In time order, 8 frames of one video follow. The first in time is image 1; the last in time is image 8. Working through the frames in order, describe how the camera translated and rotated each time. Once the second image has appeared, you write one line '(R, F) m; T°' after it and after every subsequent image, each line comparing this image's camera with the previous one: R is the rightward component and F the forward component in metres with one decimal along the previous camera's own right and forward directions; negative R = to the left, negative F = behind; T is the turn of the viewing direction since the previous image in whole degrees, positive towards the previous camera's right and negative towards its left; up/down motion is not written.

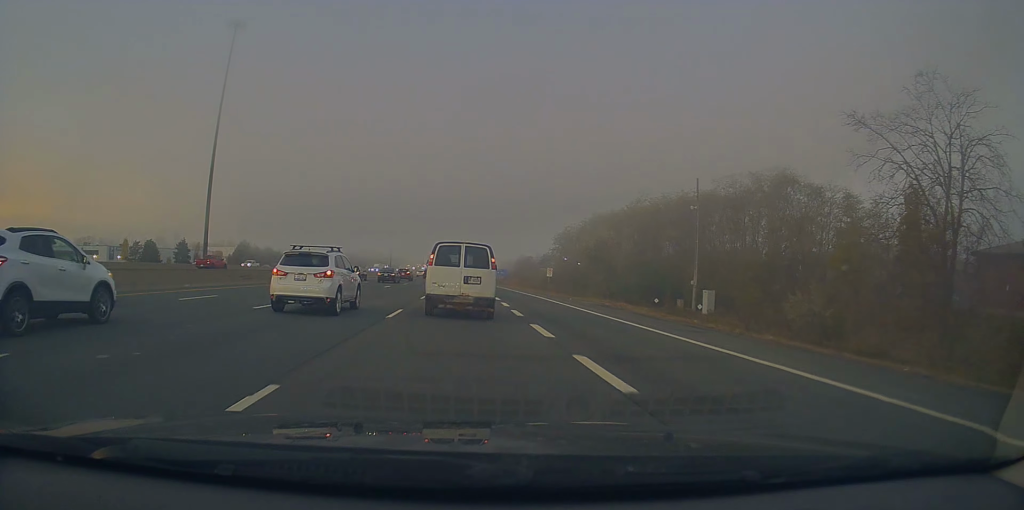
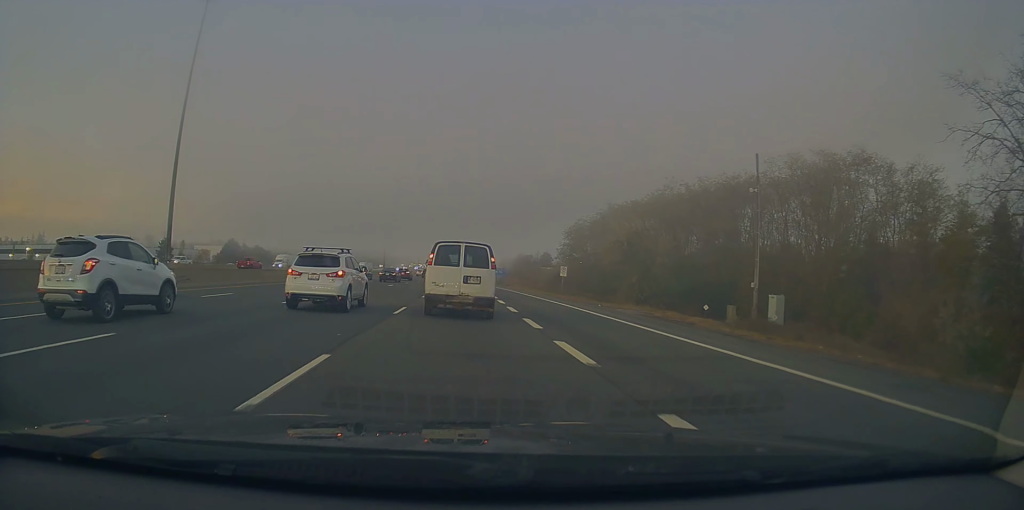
(+0.1, +10.0) m; 0°
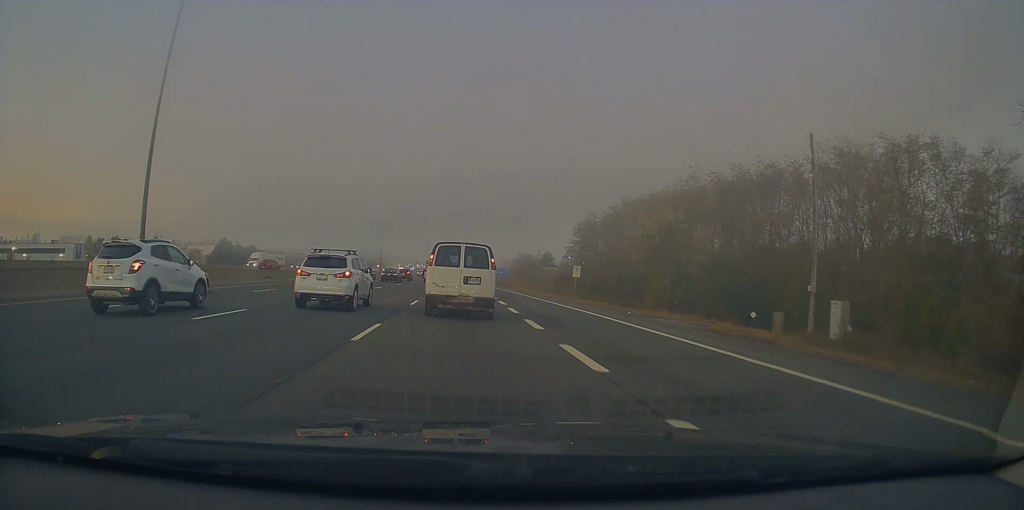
(0.0, +6.3) m; -1°
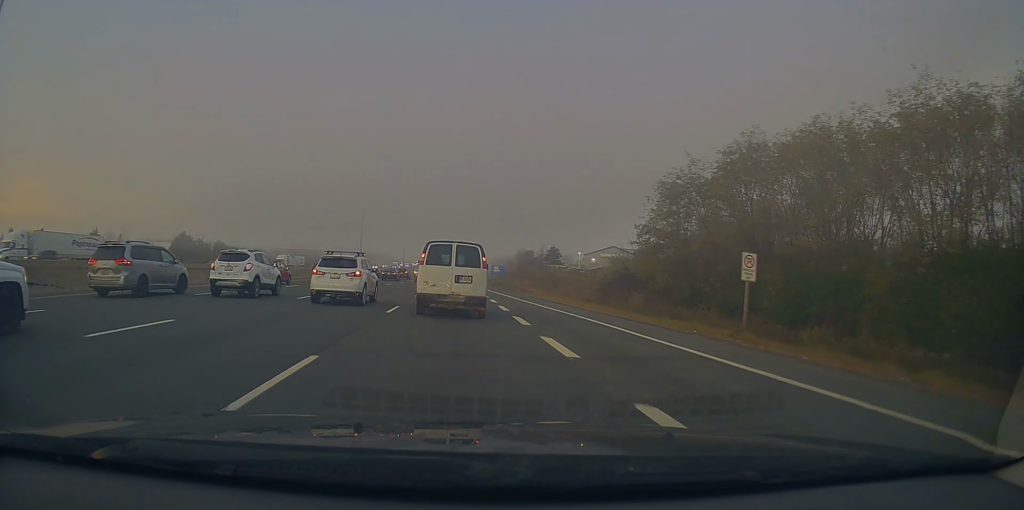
(-0.4, +28.5) m; 0°
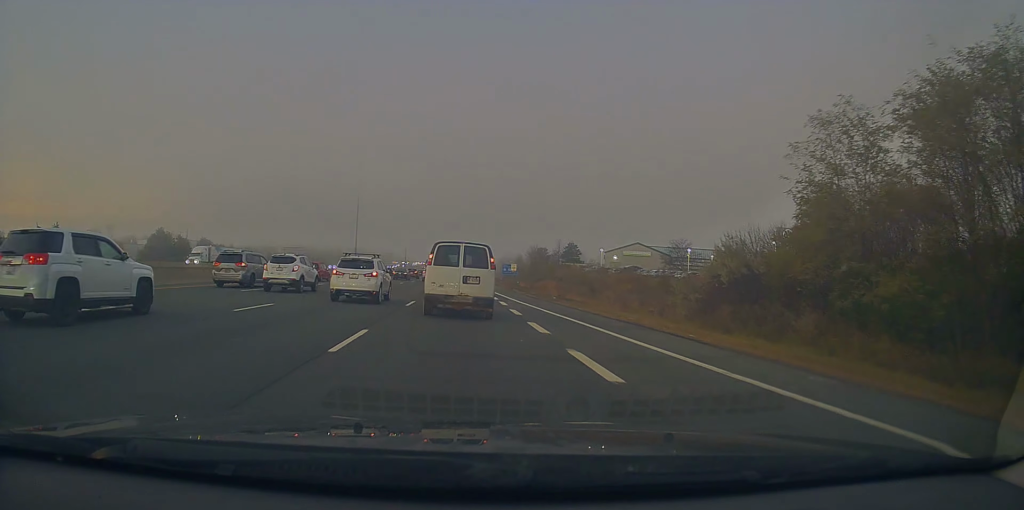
(+0.2, +19.8) m; 0°
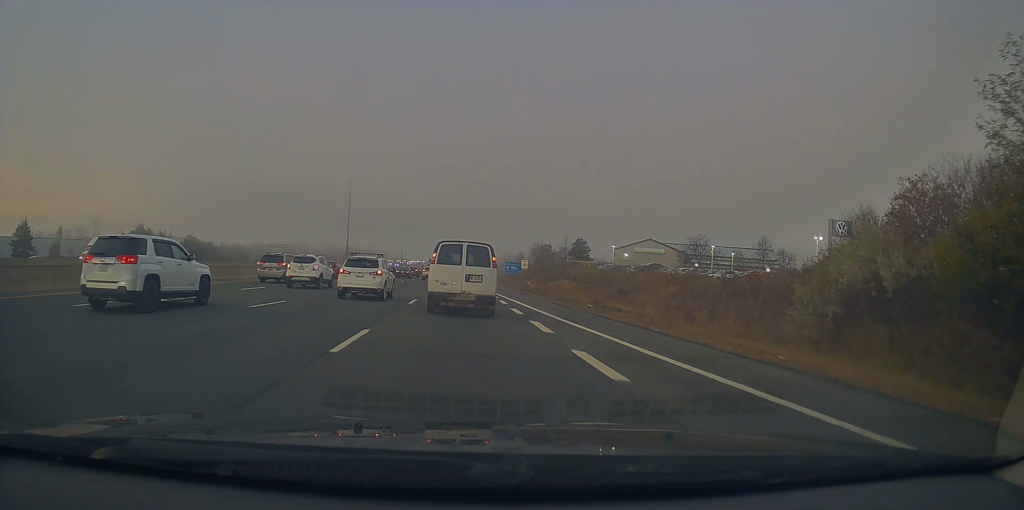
(-0.1, +12.0) m; 0°
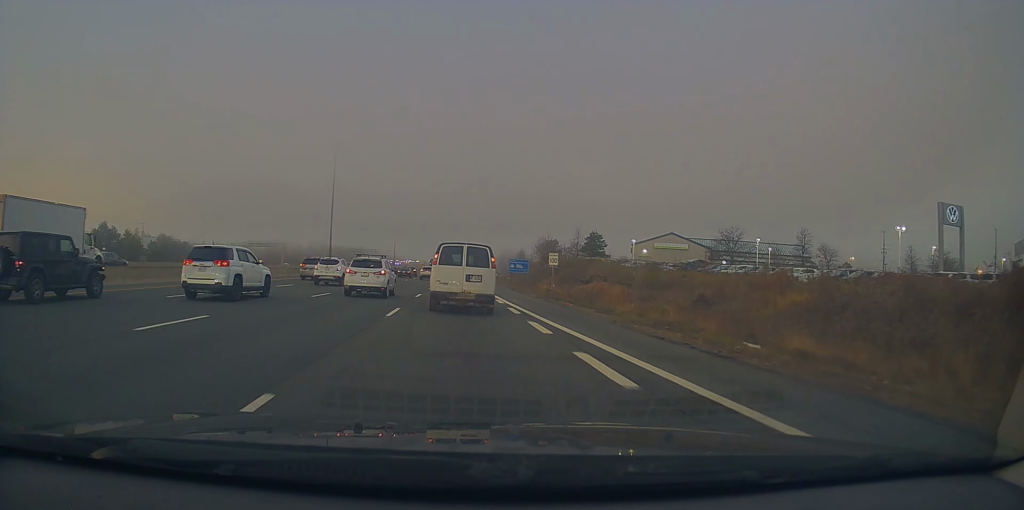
(+0.1, +18.5) m; +1°
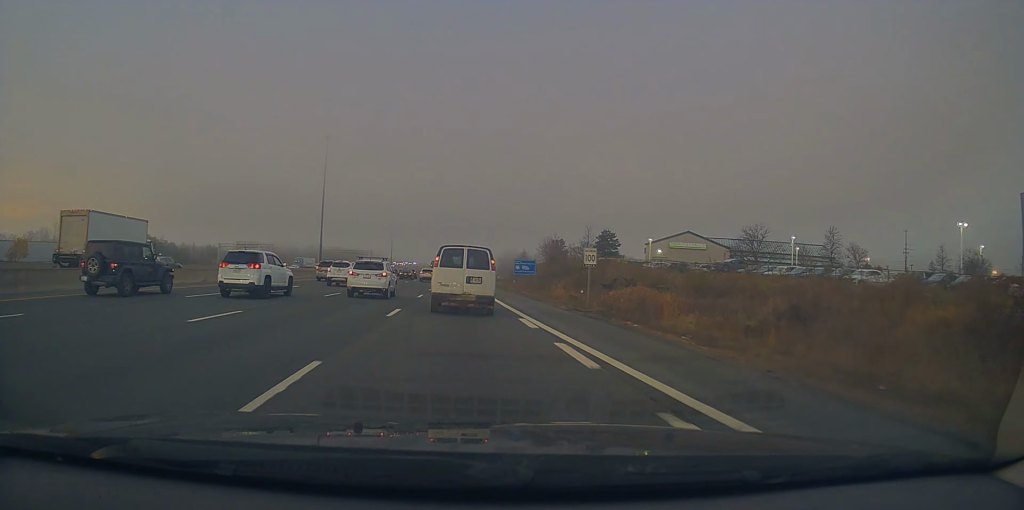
(+0.4, +10.4) m; 0°
